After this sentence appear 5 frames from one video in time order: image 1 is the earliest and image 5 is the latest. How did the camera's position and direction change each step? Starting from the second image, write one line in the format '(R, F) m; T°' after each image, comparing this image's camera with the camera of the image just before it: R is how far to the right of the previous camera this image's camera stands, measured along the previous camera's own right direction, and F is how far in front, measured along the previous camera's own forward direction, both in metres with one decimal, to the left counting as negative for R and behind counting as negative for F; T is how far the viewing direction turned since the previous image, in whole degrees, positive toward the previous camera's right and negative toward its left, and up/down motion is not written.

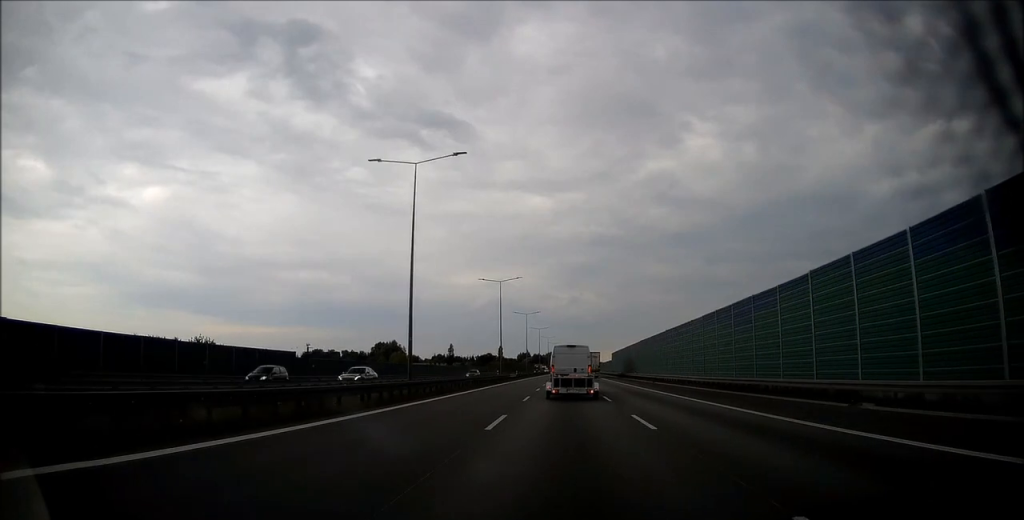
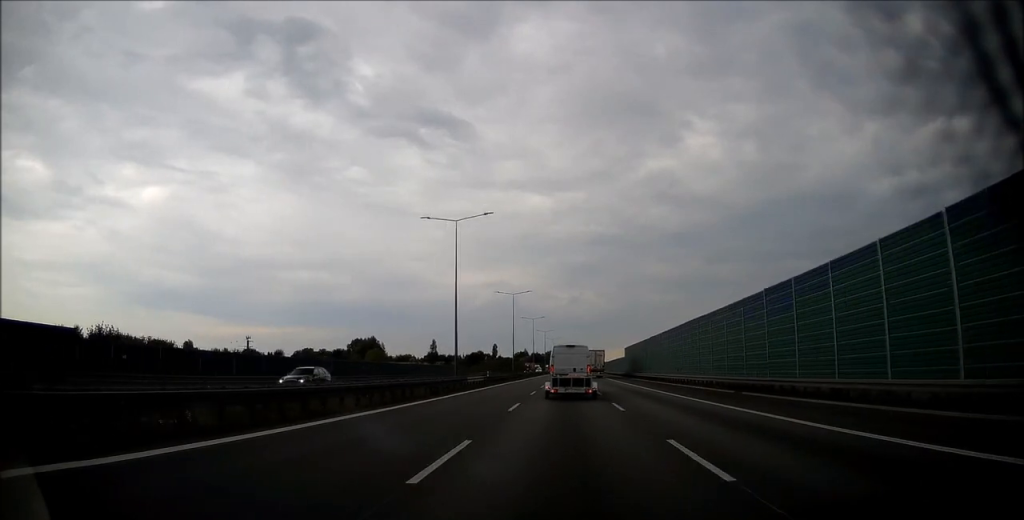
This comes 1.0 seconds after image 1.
(0.0, +30.4) m; 0°
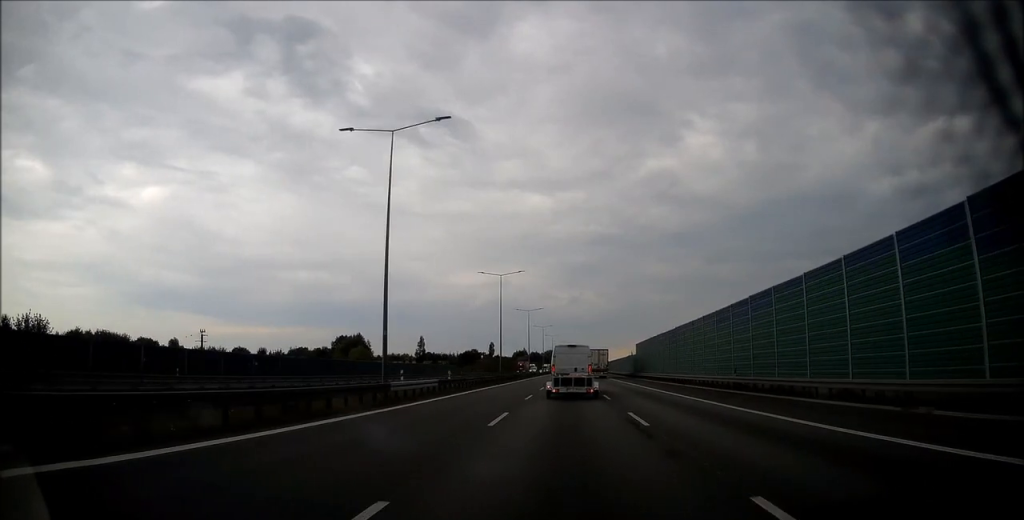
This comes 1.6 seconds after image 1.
(0.0, +17.2) m; 0°
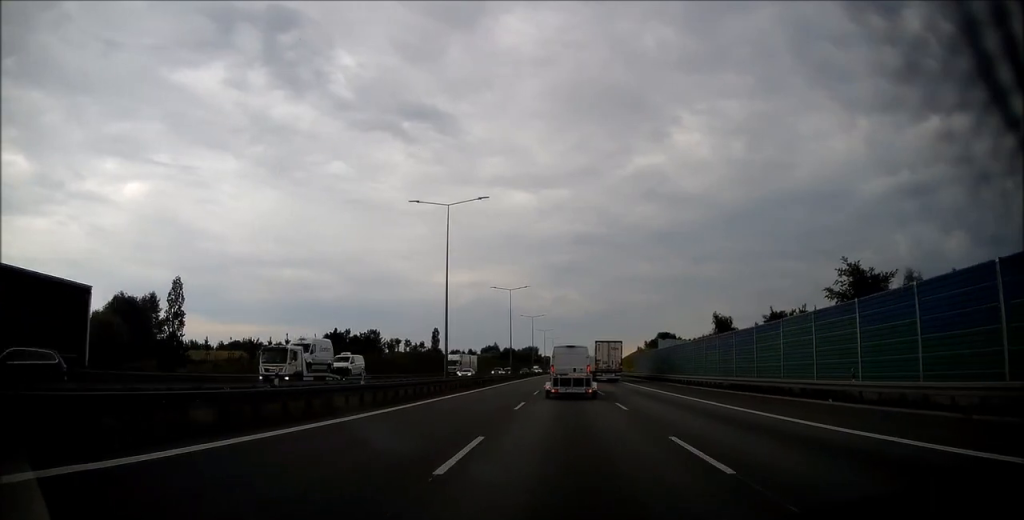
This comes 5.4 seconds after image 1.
(+0.4, +115.1) m; +1°
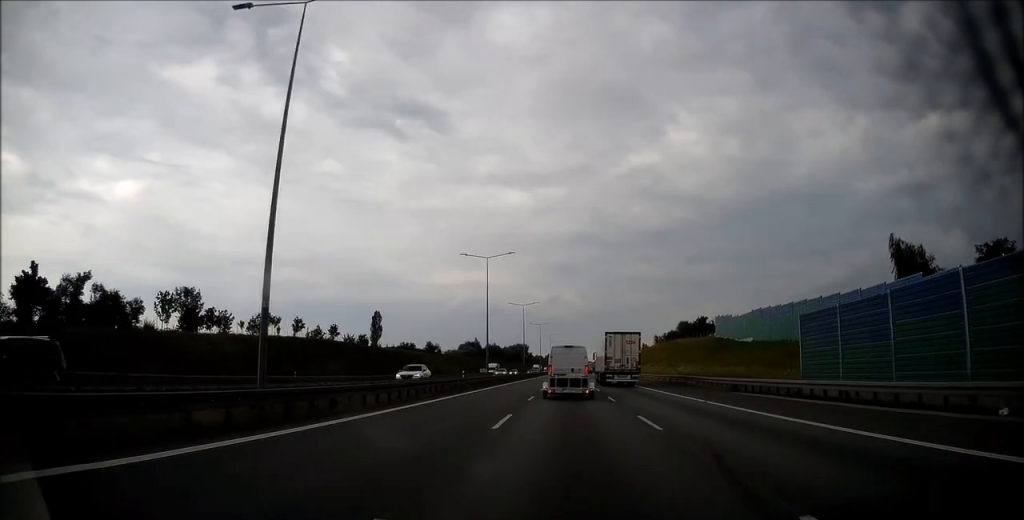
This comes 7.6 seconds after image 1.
(+0.7, +66.7) m; +1°
